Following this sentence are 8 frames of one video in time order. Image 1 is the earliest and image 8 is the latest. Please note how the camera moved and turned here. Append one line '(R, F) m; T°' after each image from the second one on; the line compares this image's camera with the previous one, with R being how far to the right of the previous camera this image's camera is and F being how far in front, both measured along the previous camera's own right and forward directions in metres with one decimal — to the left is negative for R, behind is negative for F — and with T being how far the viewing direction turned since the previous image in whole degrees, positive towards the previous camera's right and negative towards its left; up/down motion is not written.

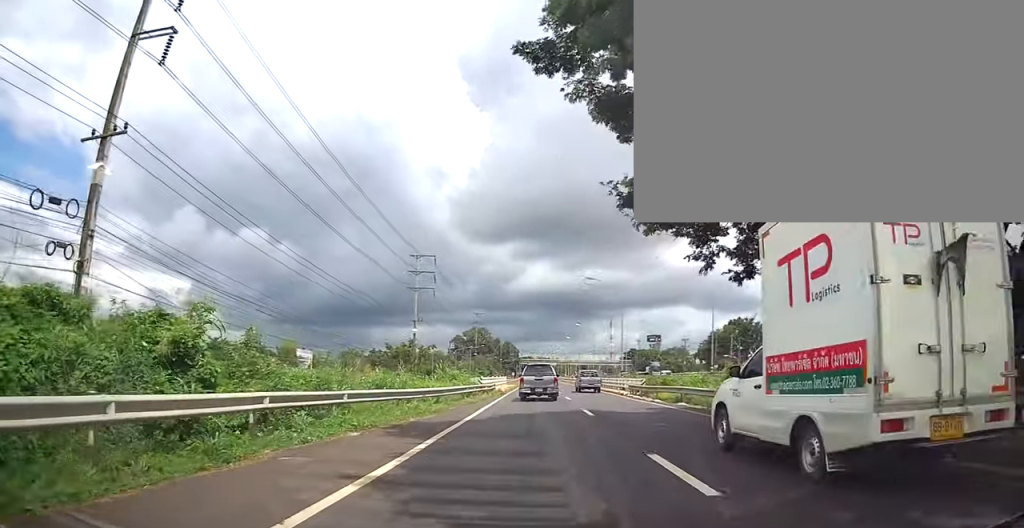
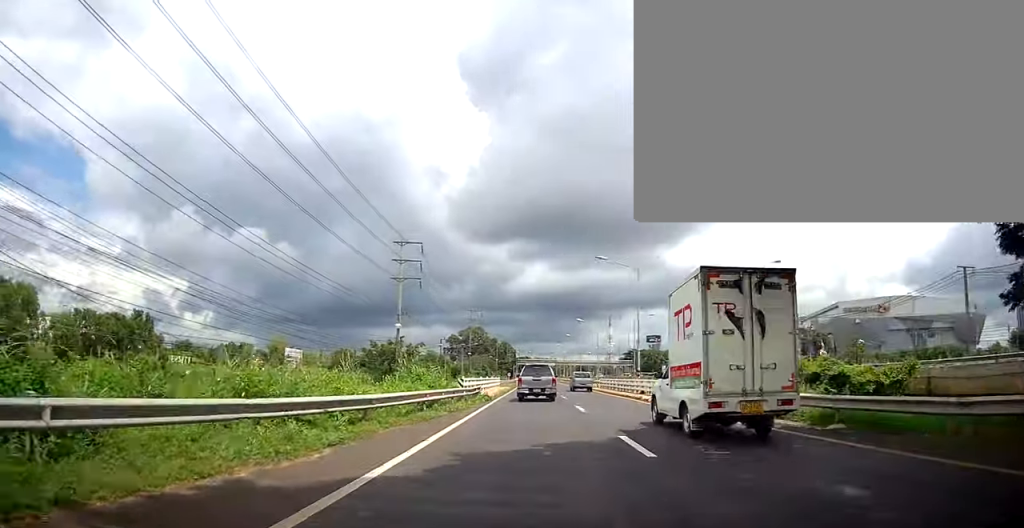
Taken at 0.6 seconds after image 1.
(0.0, +9.3) m; 0°
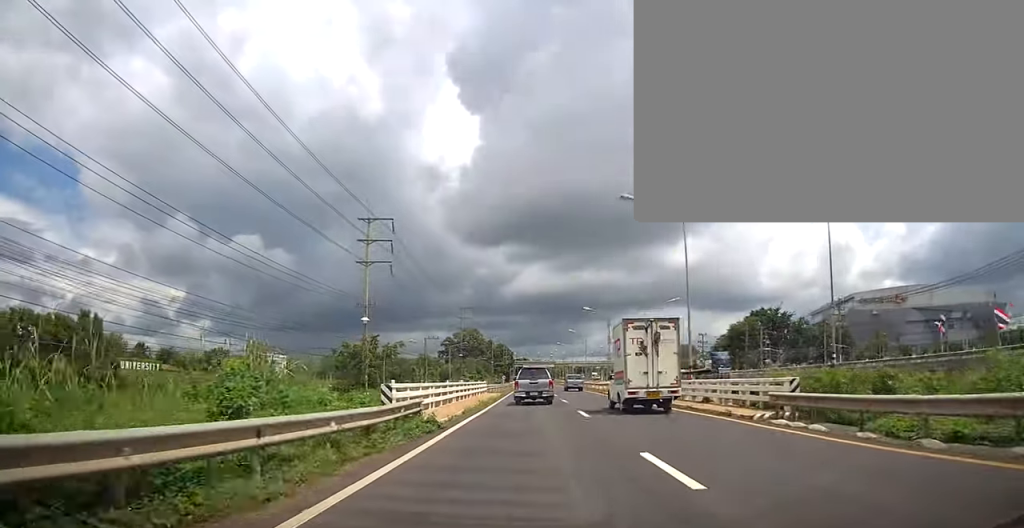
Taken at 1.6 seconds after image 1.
(0.0, +14.7) m; 0°
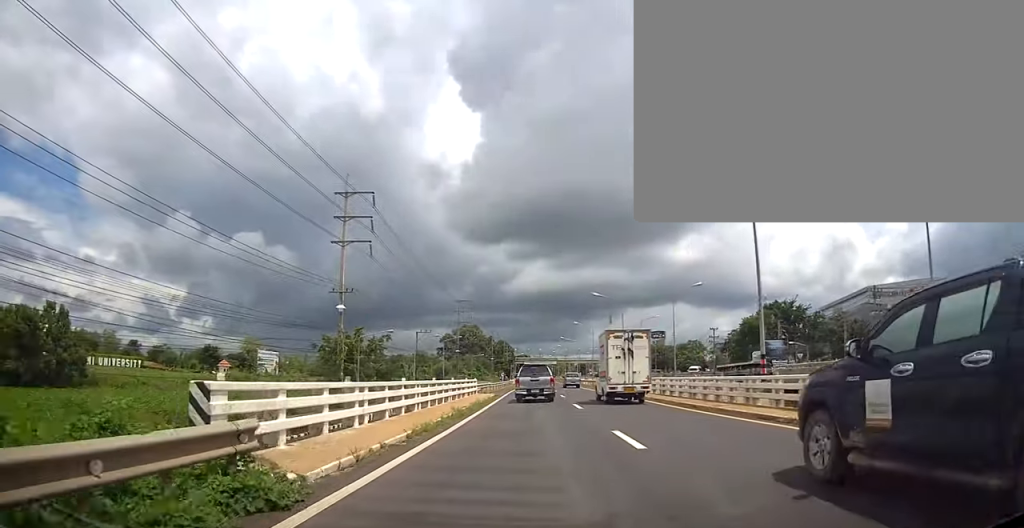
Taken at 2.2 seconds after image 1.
(0.0, +8.9) m; 0°
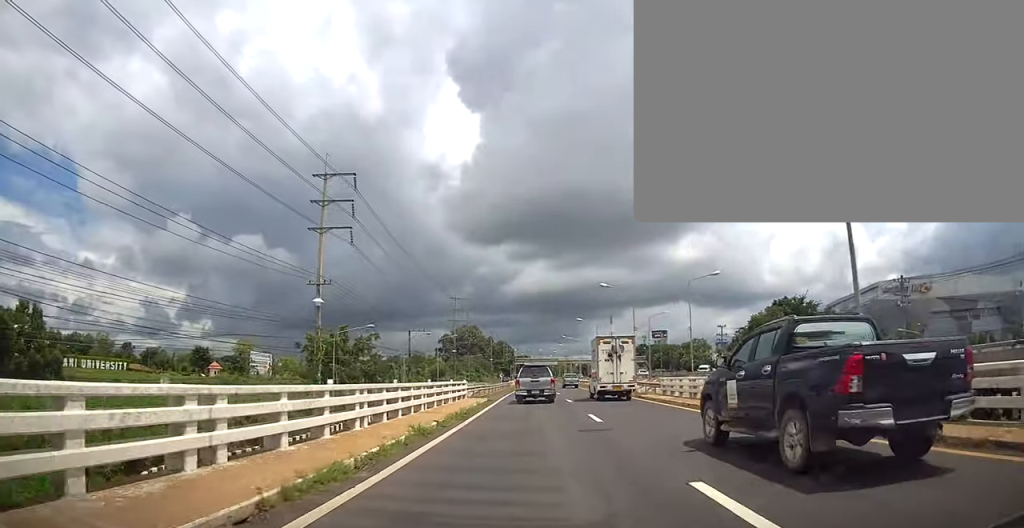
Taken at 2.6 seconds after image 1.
(0.0, +6.1) m; 0°
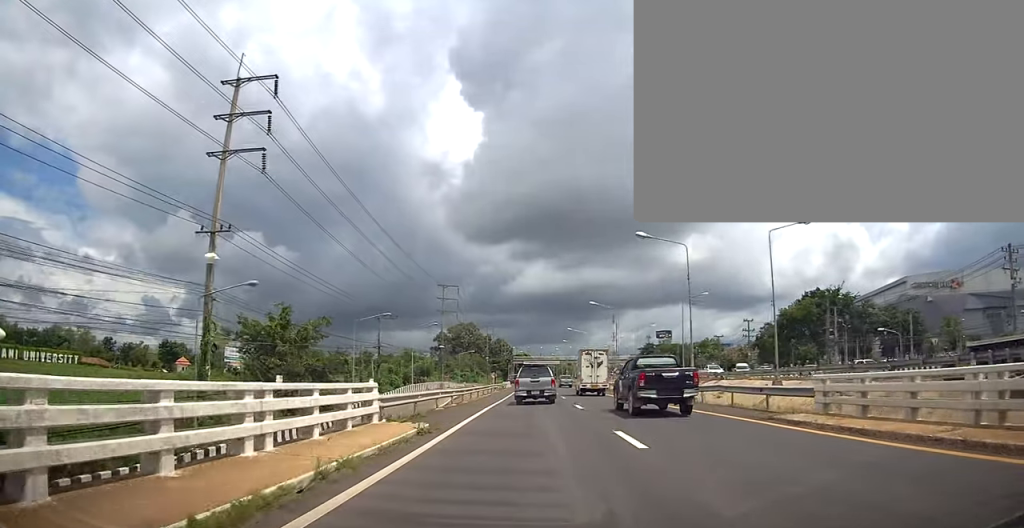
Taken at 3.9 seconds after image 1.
(-0.1, +17.9) m; -2°
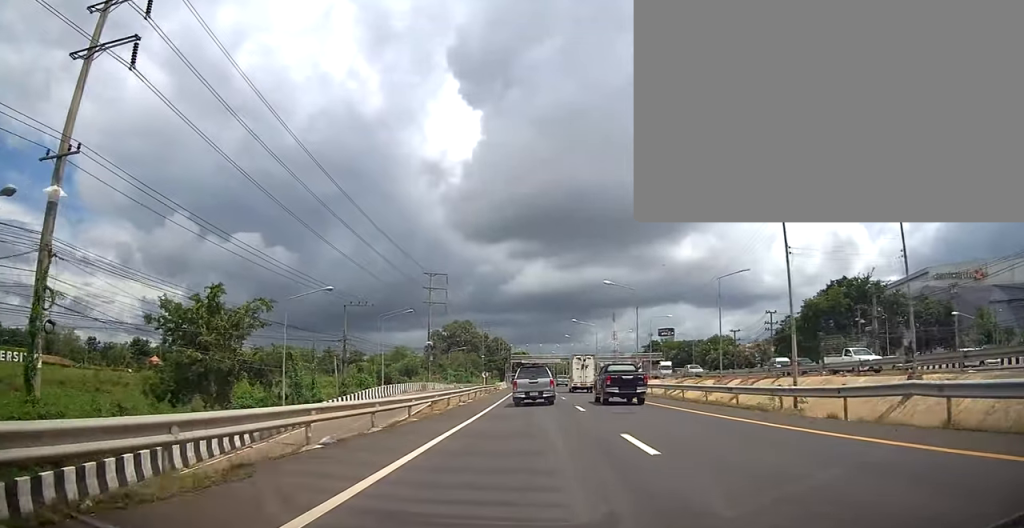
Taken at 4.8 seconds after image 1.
(-0.4, +13.0) m; -1°
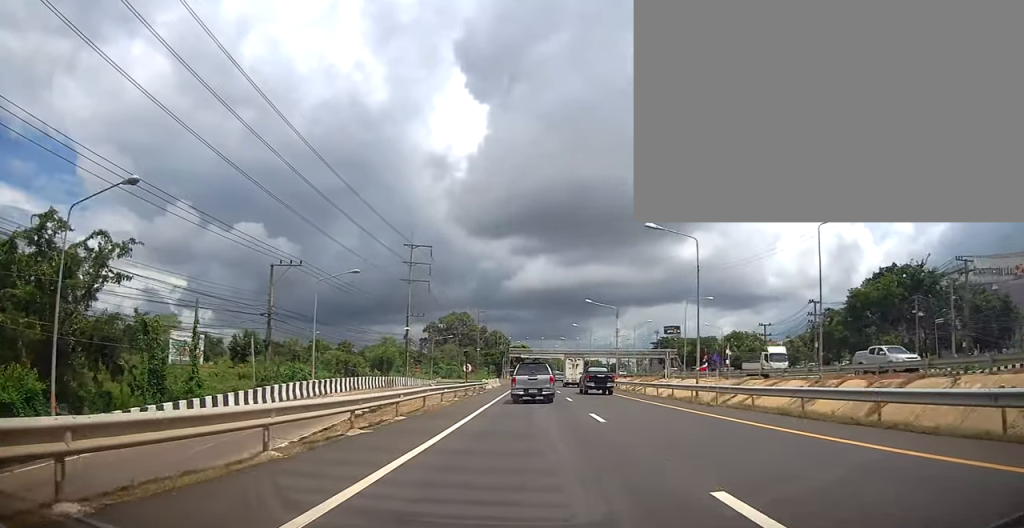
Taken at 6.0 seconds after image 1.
(+0.3, +18.2) m; +3°
